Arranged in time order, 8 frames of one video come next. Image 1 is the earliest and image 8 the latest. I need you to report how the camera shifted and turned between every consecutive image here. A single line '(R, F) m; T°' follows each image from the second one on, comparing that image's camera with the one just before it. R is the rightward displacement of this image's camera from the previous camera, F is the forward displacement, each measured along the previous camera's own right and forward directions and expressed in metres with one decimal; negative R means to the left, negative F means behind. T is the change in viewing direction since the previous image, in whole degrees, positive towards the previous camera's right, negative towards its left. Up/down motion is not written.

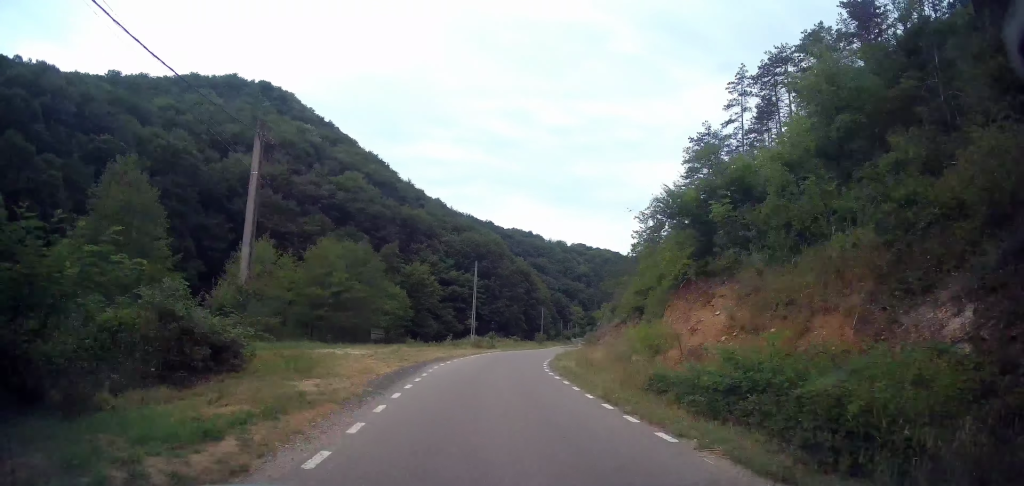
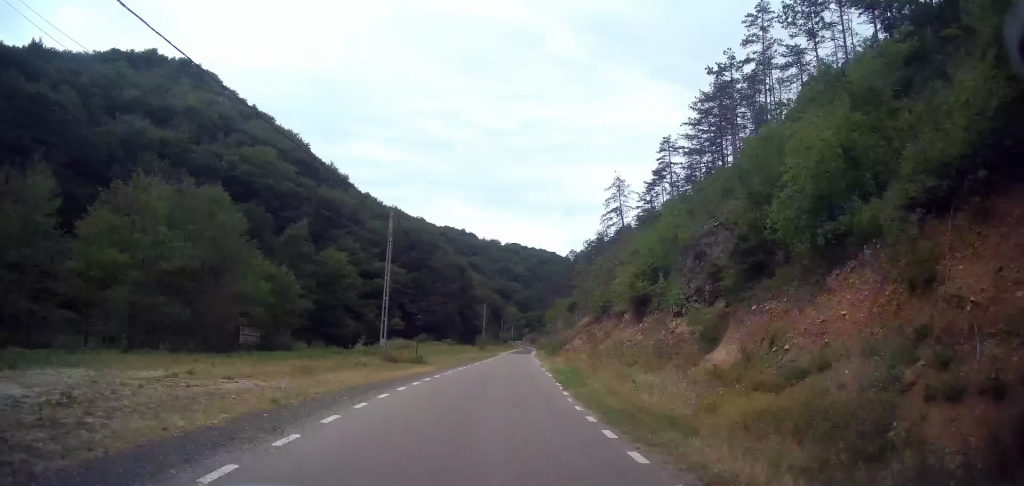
(+0.8, +19.9) m; +8°
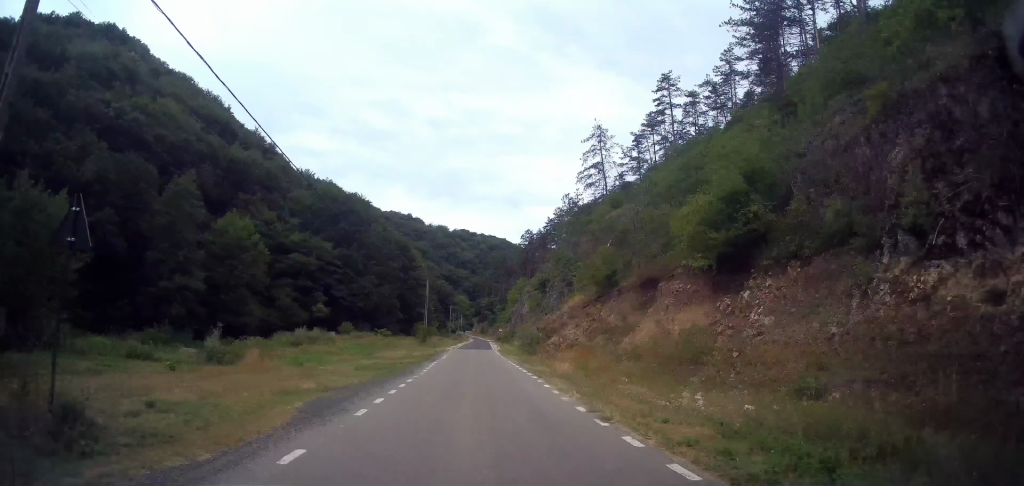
(+1.7, +21.0) m; +3°
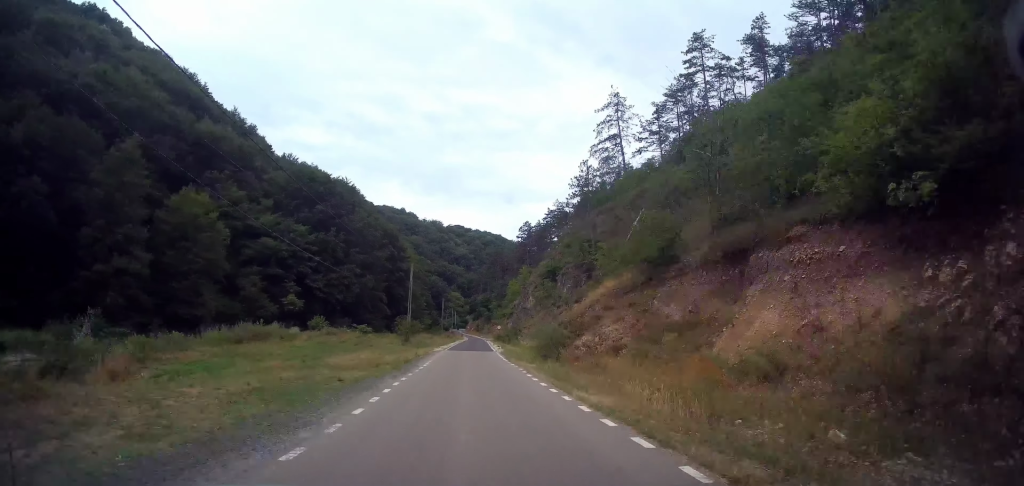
(-0.3, +11.0) m; 0°
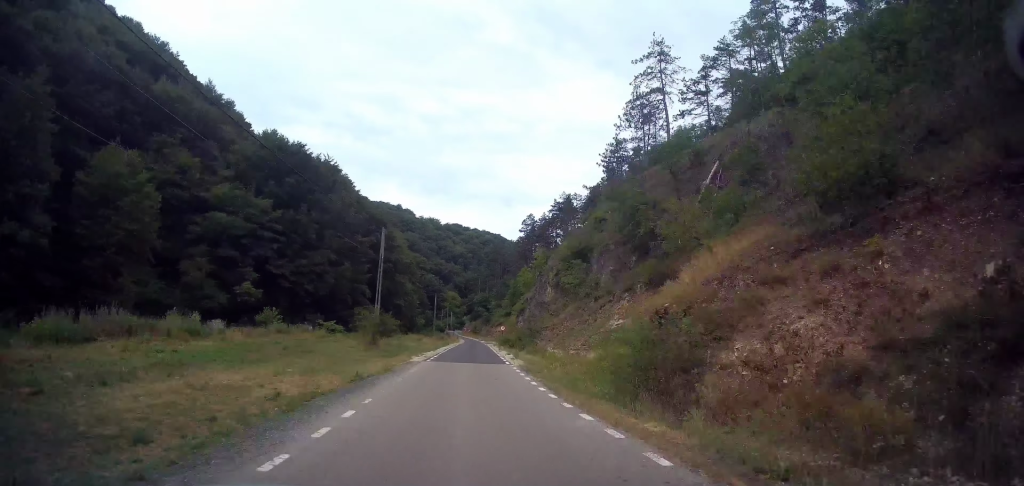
(+0.2, +15.0) m; +1°
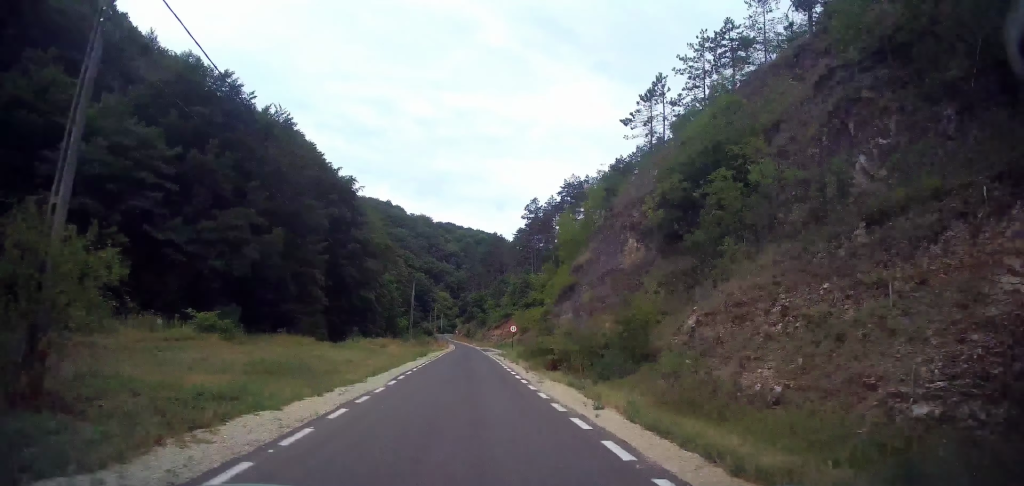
(+0.2, +24.4) m; +2°
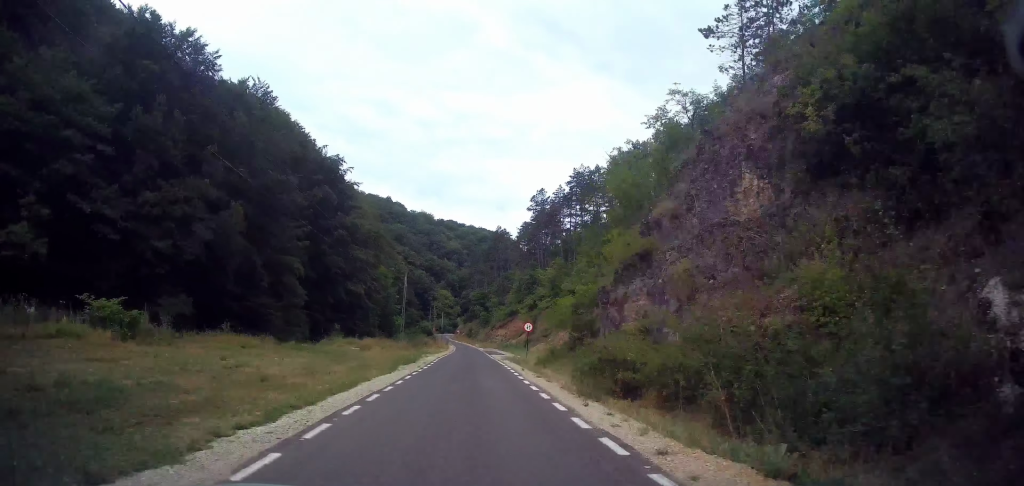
(+0.1, +9.2) m; 0°
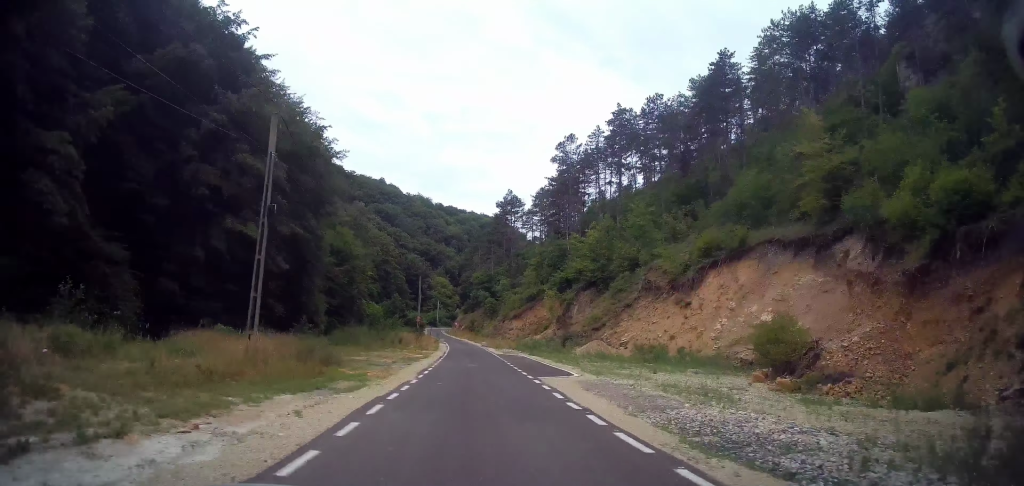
(-0.2, +34.0) m; 0°
